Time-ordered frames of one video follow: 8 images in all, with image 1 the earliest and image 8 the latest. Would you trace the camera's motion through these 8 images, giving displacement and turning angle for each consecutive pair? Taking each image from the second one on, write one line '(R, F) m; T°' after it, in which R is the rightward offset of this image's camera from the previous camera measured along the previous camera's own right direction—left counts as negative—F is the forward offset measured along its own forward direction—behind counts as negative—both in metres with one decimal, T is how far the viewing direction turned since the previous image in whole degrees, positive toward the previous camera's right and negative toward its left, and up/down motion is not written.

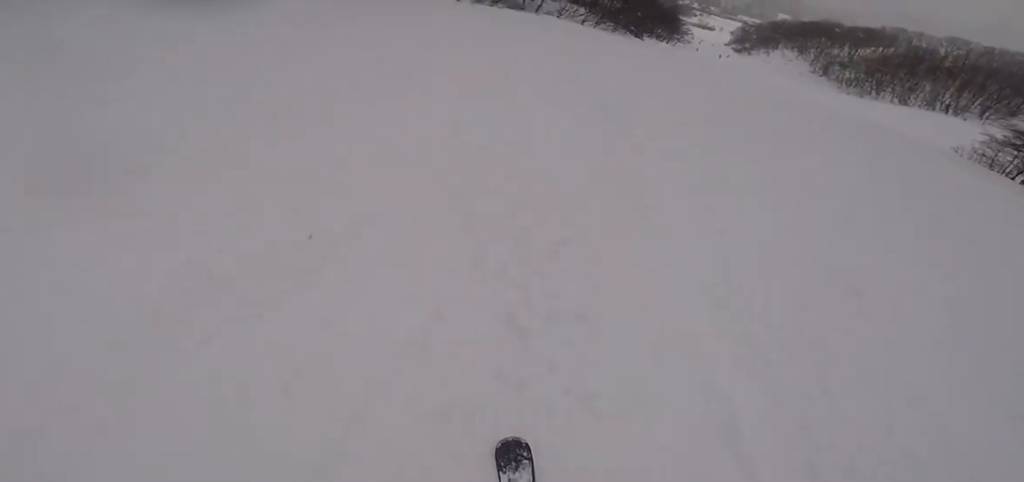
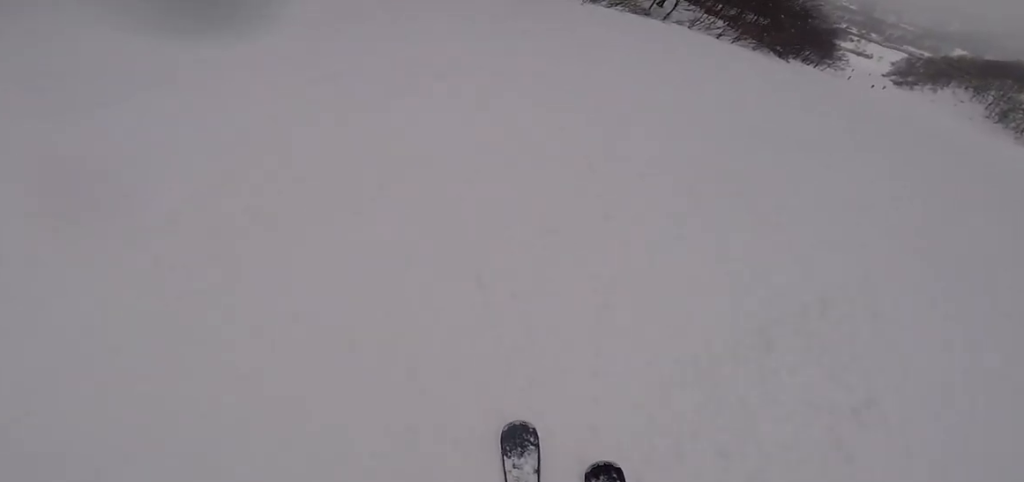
(-0.3, +3.5) m; -6°
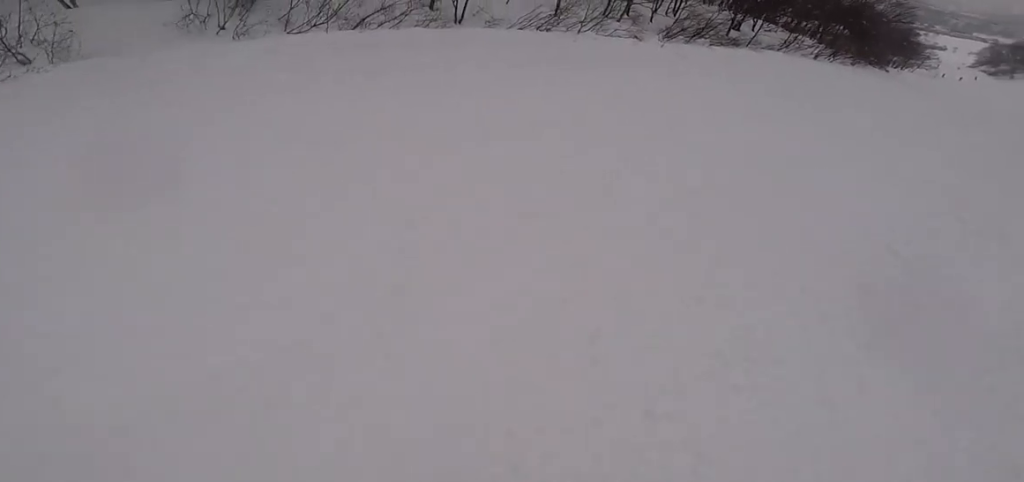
(-0.9, +8.5) m; +5°
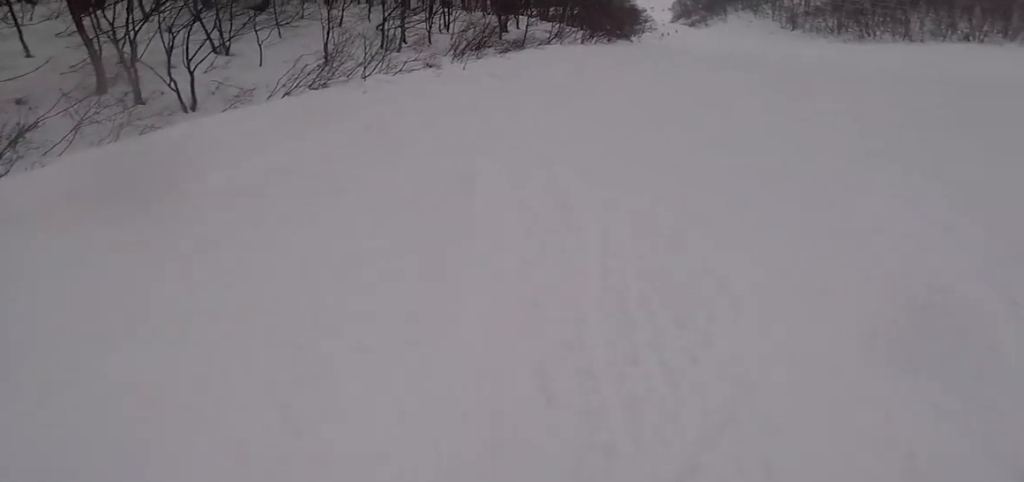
(+0.7, +5.8) m; +14°
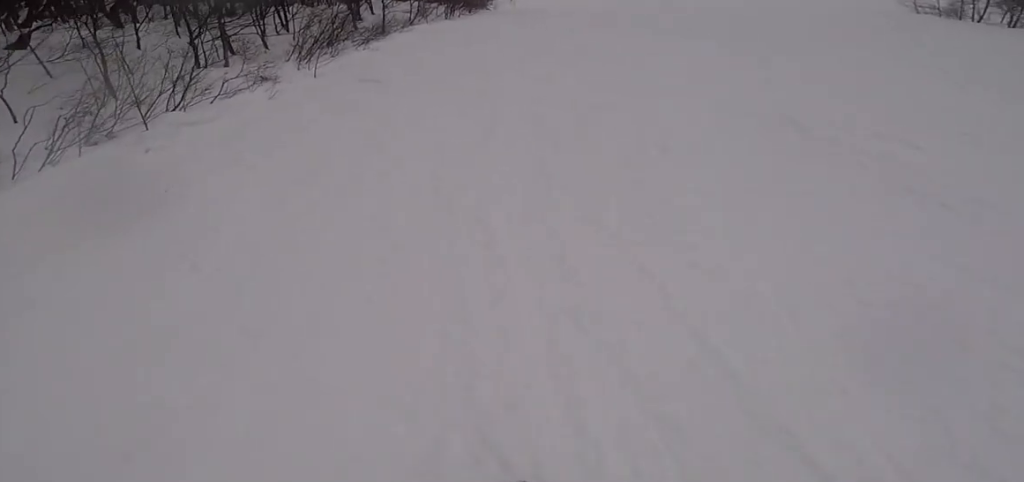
(+0.6, +4.9) m; +13°
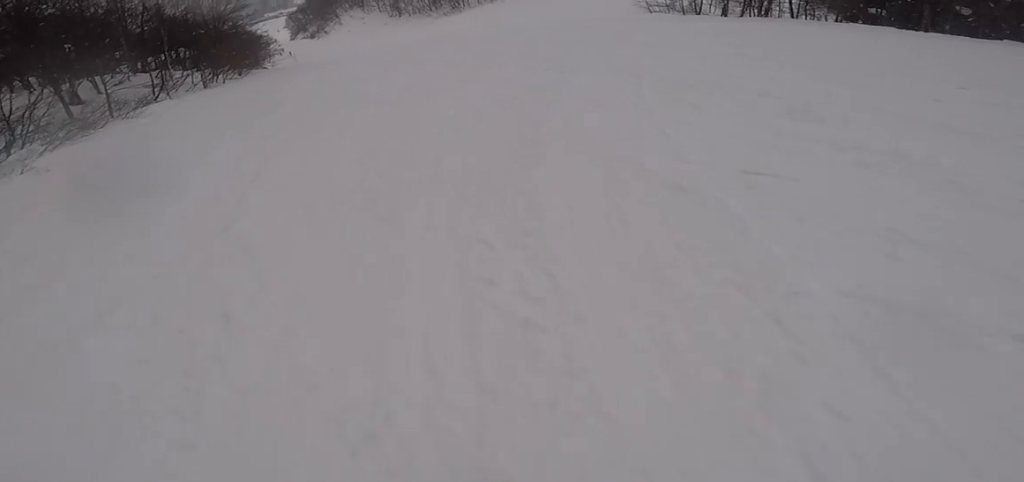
(+1.1, +6.7) m; +17°
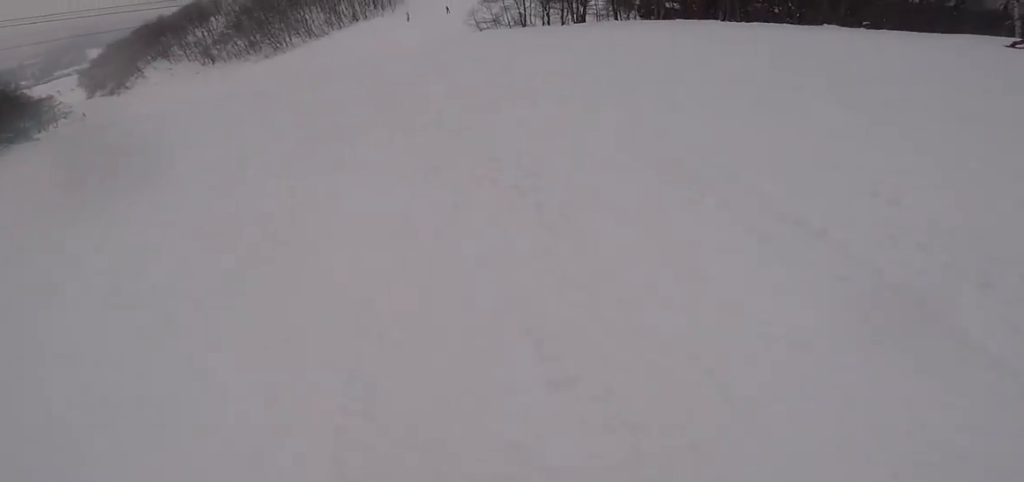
(+1.0, +6.2) m; +11°
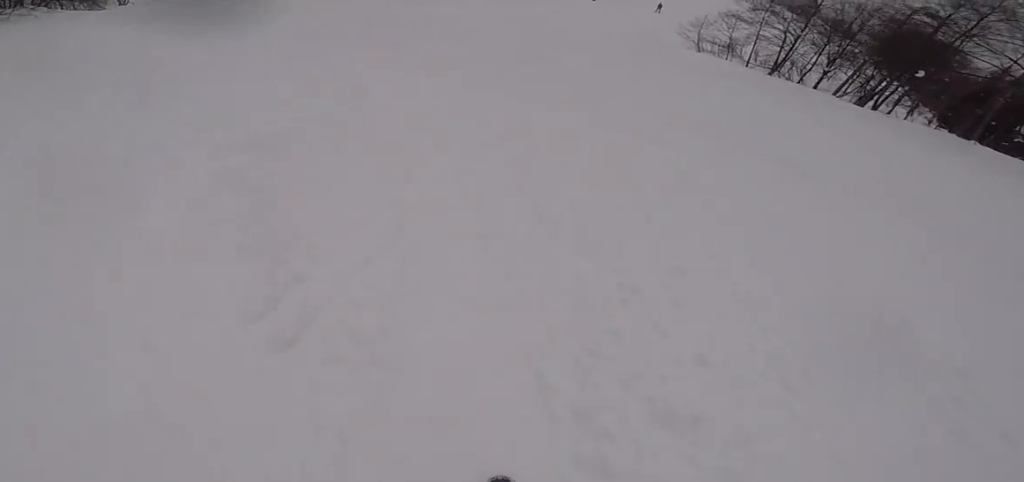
(-0.1, +18.1) m; -11°
